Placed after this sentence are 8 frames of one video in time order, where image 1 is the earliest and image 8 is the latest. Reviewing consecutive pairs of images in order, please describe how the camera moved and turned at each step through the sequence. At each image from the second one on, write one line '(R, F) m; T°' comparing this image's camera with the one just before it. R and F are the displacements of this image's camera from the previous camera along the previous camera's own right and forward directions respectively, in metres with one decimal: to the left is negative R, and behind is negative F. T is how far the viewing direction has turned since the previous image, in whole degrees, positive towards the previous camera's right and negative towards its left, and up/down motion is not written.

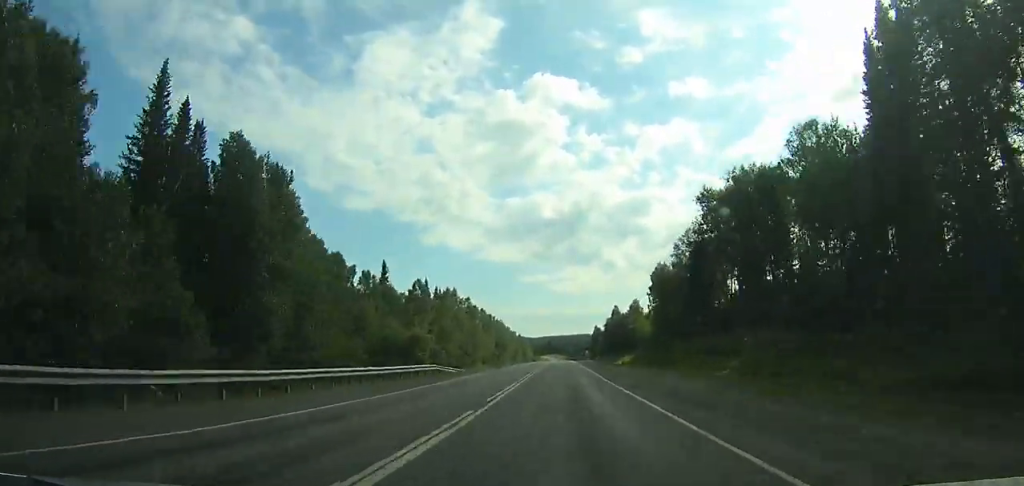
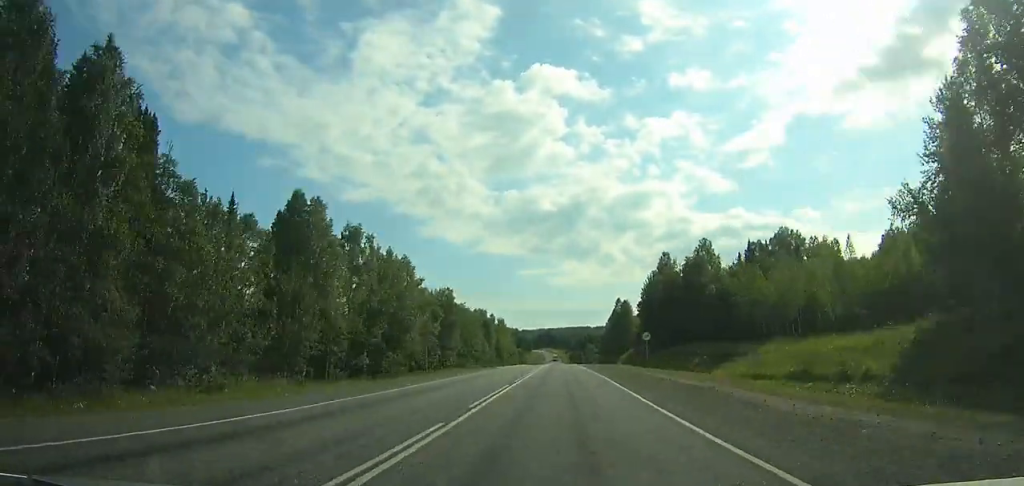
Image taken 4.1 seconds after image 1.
(-0.1, +120.7) m; 0°
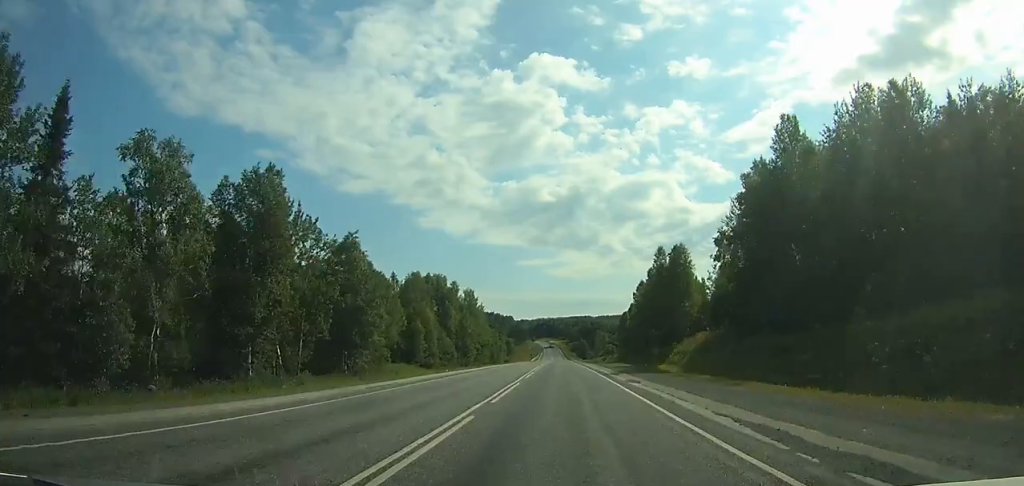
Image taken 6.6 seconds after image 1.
(+0.1, +72.4) m; 0°
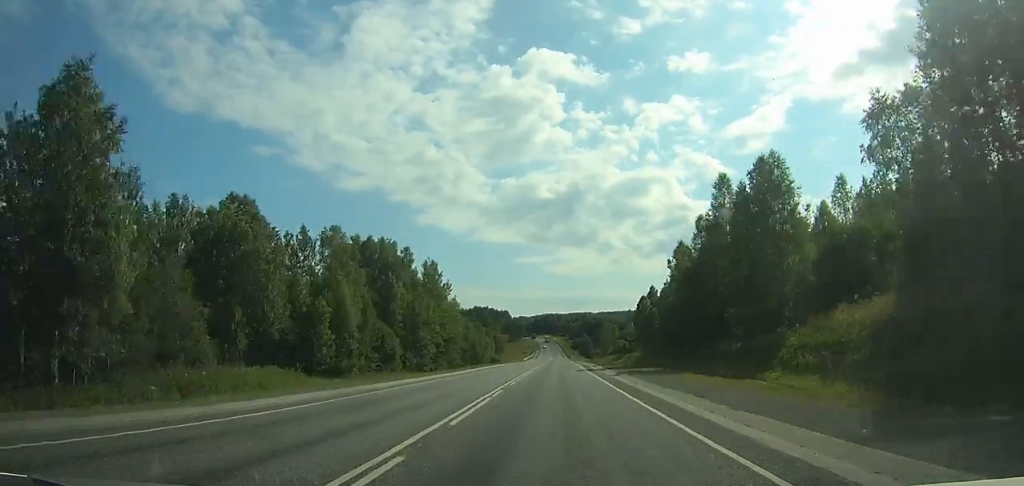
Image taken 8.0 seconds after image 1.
(-0.1, +40.1) m; 0°
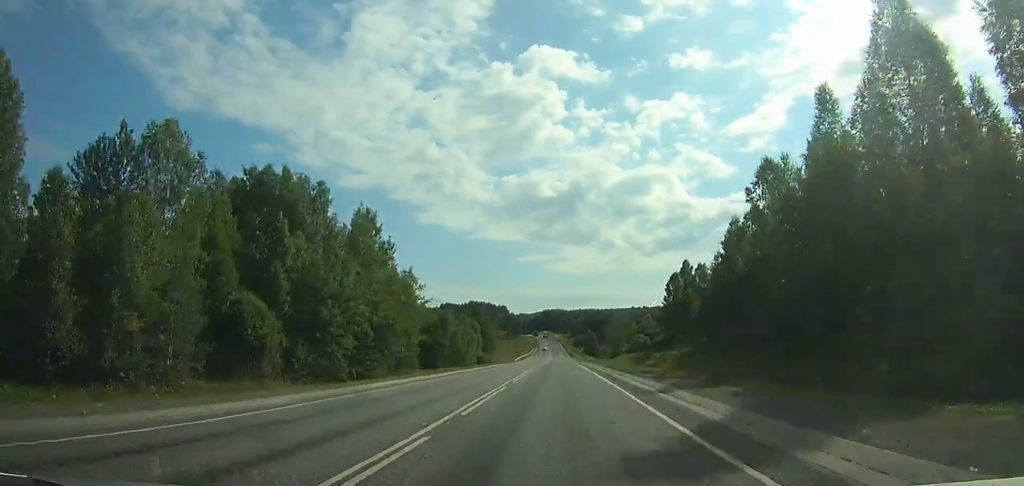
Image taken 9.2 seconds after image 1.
(-0.1, +34.4) m; 0°
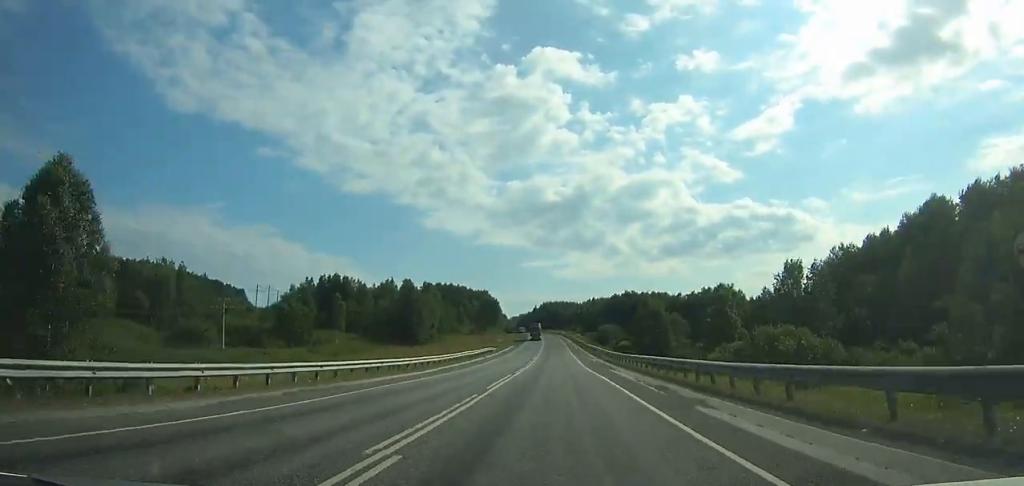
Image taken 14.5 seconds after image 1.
(-0.6, +150.5) m; -1°
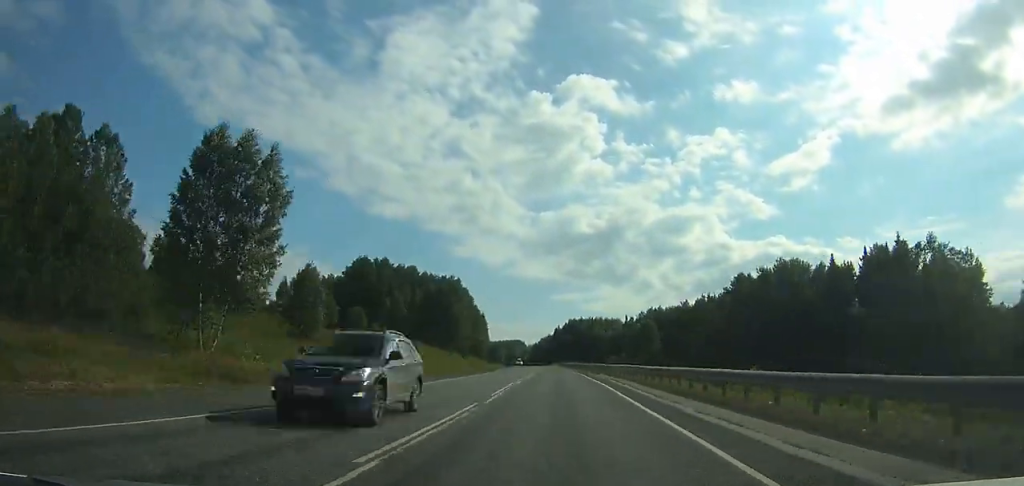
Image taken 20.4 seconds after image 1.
(-2.9, +167.1) m; -3°
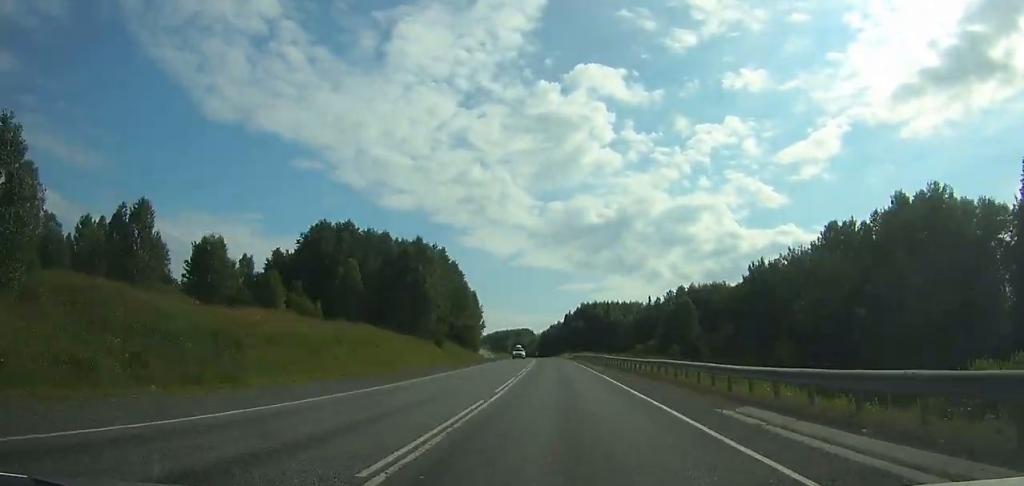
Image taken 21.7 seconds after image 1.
(+0.1, +36.8) m; -1°
